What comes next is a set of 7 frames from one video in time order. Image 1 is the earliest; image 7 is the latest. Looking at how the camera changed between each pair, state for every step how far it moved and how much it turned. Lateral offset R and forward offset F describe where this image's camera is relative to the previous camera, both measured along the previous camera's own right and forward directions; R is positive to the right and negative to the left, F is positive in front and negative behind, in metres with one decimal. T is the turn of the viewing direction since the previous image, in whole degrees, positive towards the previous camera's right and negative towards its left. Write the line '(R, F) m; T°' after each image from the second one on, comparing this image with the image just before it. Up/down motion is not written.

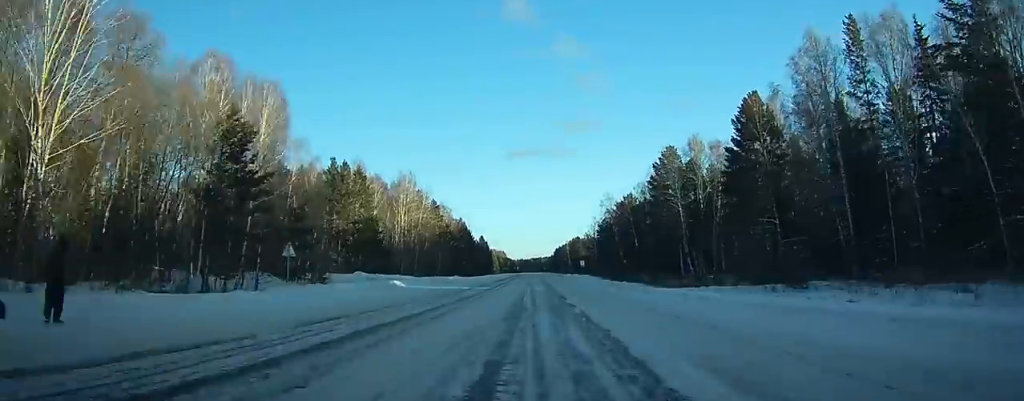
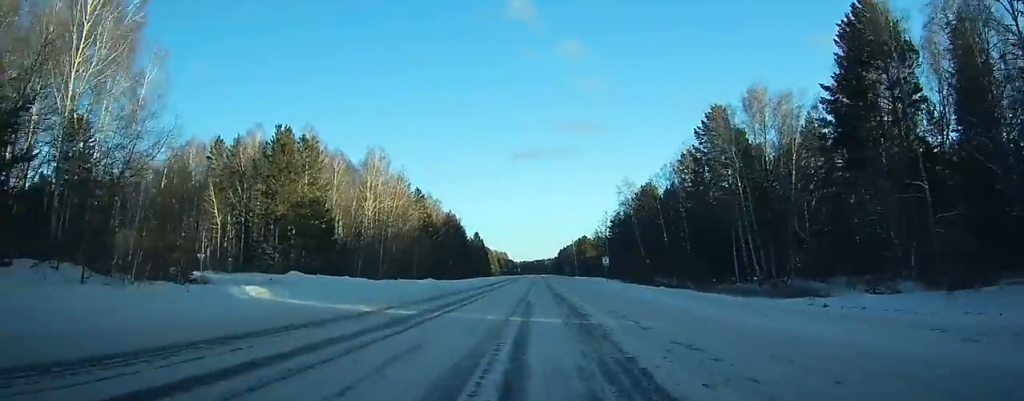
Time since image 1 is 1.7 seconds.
(0.0, +29.8) m; 0°
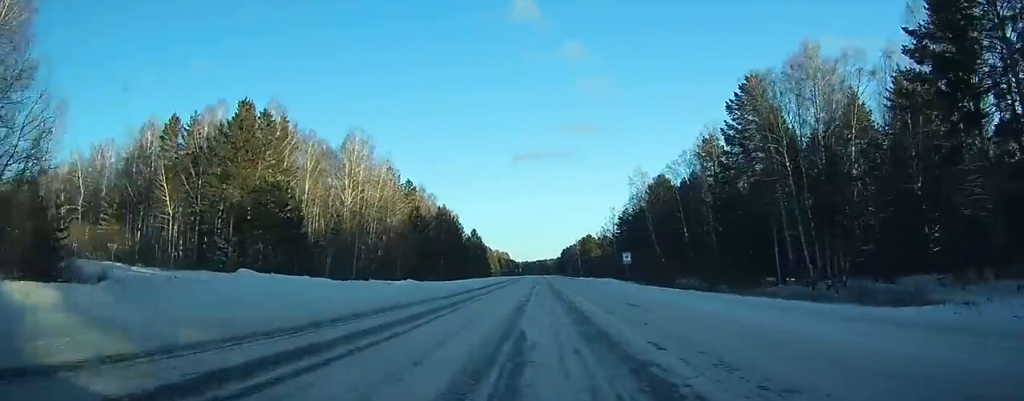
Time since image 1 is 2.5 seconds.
(-0.1, +14.4) m; 0°
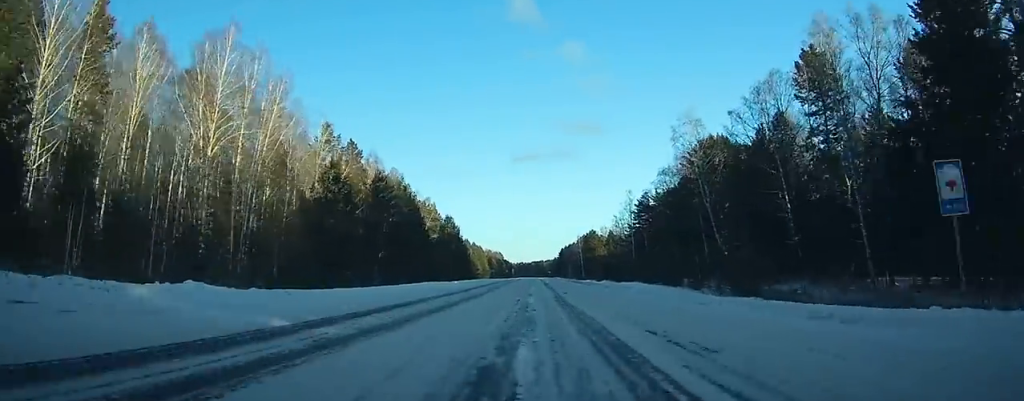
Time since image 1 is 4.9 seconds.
(+0.2, +43.4) m; 0°
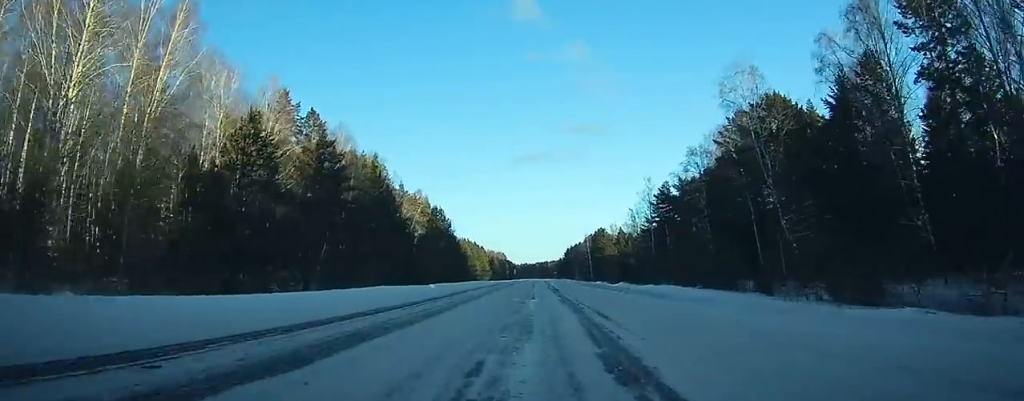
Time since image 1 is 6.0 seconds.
(-0.2, +20.6) m; 0°
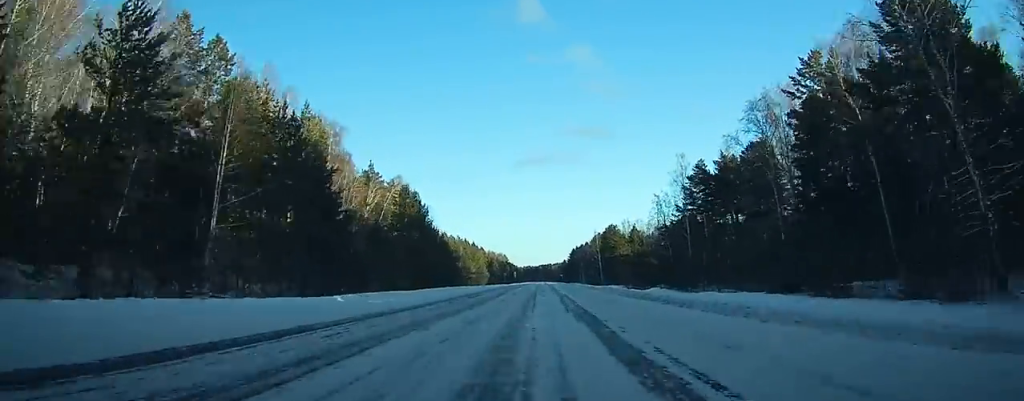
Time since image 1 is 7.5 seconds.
(0.0, +28.0) m; 0°
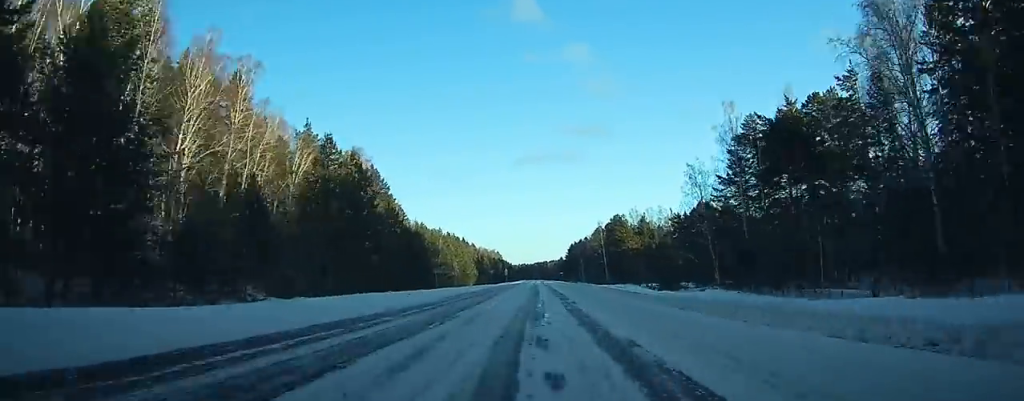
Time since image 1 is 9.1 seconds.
(+0.1, +29.3) m; 0°
